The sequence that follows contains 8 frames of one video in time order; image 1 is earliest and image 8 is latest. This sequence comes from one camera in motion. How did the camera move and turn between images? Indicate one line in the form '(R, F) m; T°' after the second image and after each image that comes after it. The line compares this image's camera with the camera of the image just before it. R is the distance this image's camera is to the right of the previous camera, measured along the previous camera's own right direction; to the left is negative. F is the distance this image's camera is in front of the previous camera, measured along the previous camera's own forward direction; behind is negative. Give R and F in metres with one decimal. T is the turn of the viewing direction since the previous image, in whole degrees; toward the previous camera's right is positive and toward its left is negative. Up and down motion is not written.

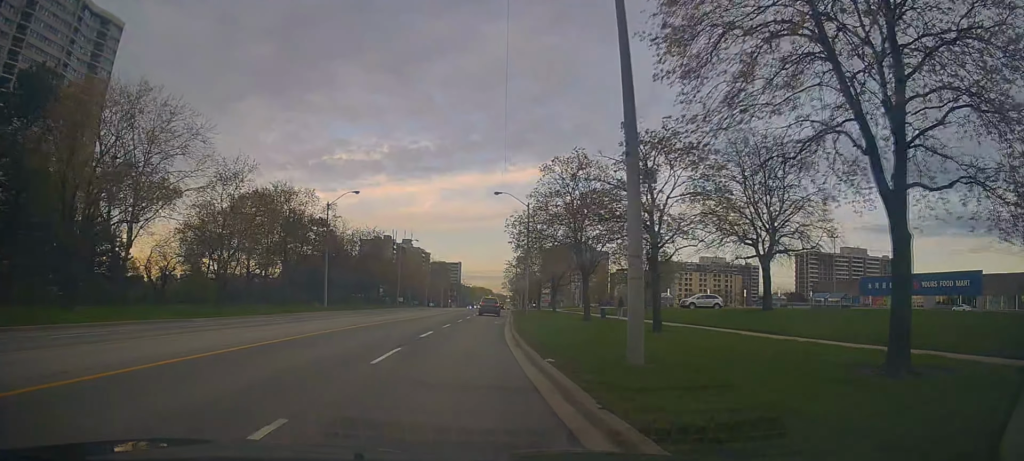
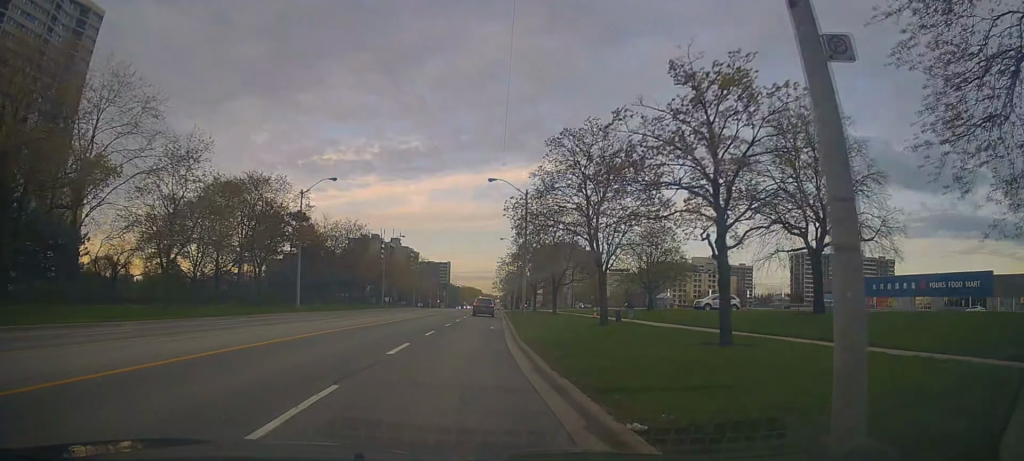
(-0.2, +6.4) m; +1°
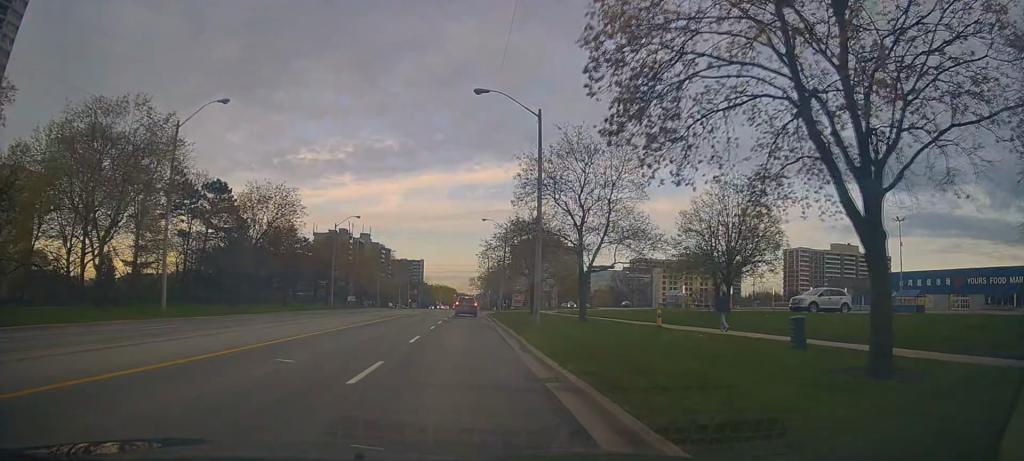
(+0.8, +20.4) m; +5°
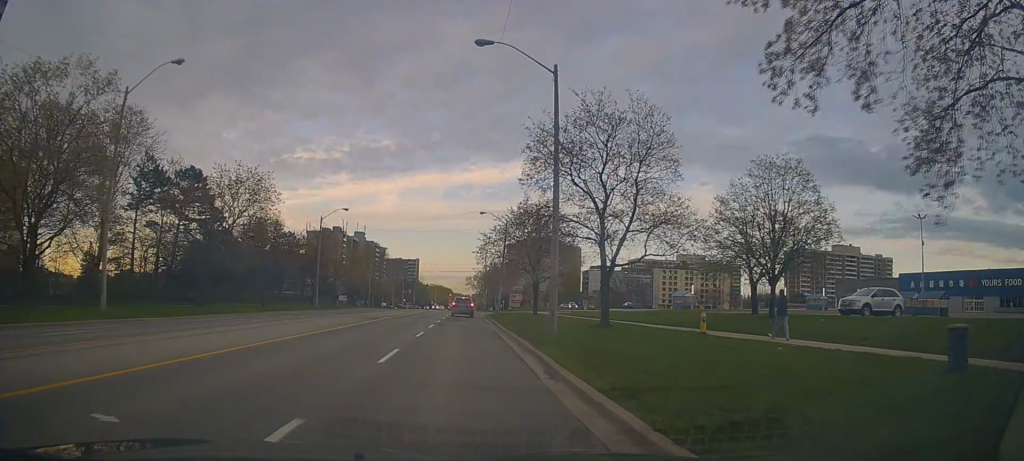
(+0.1, +5.6) m; +1°
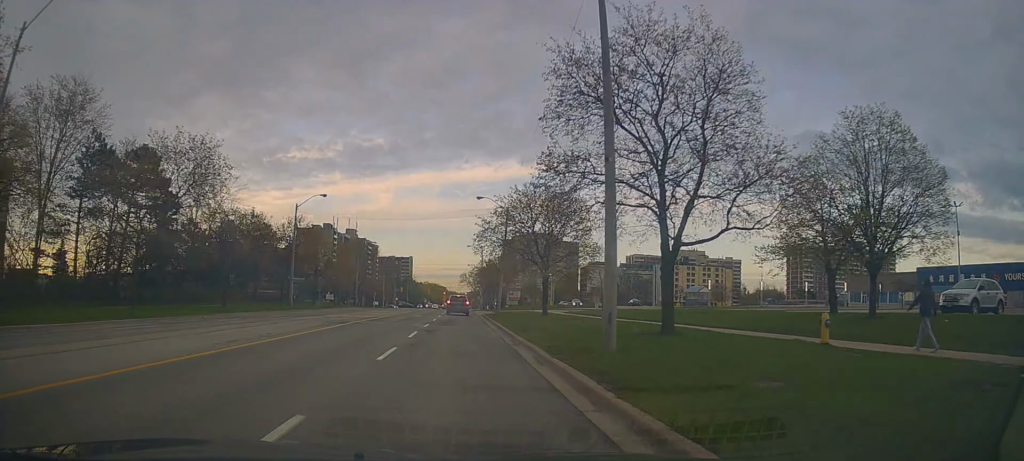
(0.0, +8.3) m; +1°
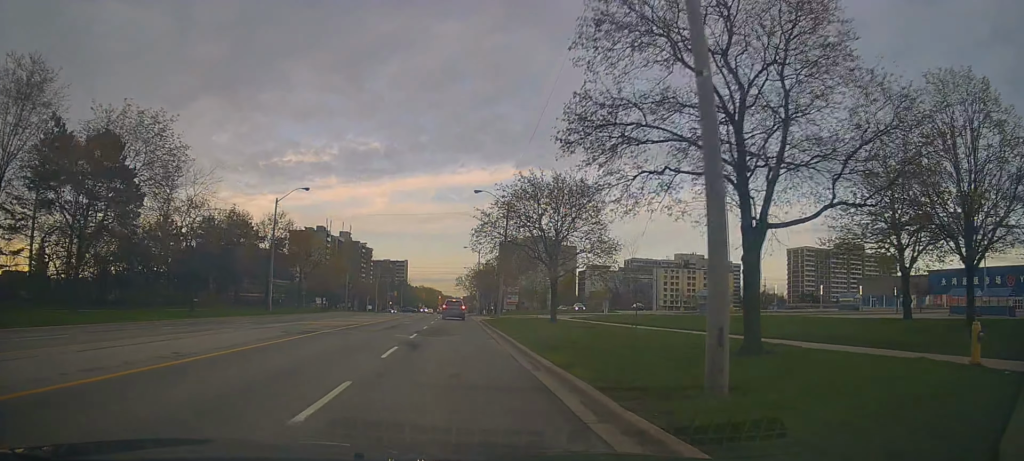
(0.0, +5.5) m; 0°
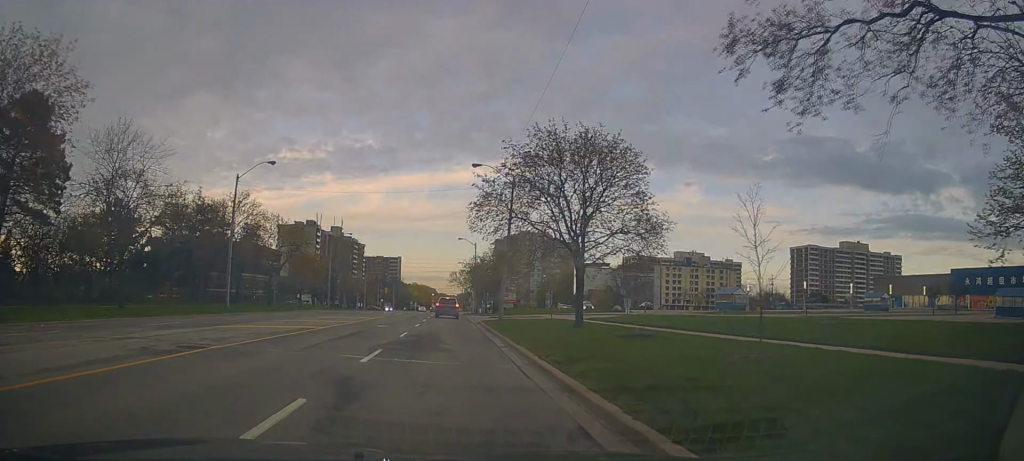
(+0.1, +9.1) m; 0°
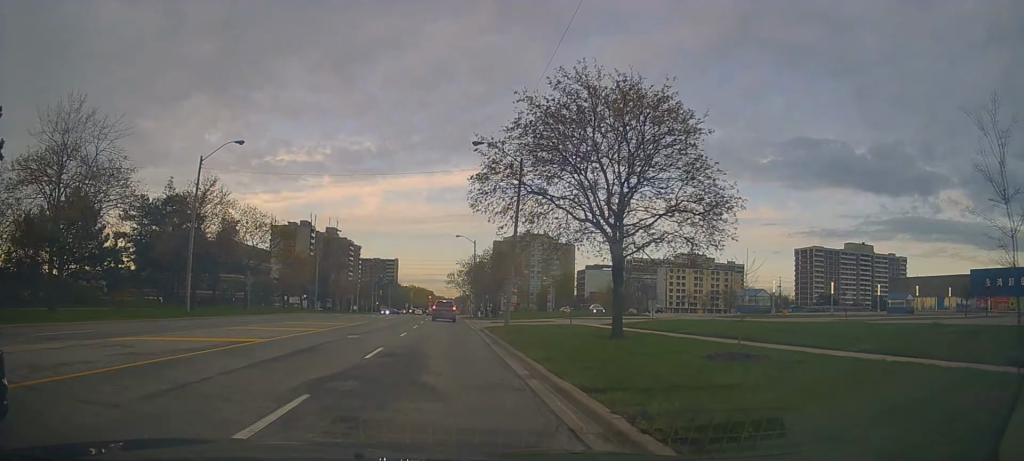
(0.0, +6.7) m; 0°
